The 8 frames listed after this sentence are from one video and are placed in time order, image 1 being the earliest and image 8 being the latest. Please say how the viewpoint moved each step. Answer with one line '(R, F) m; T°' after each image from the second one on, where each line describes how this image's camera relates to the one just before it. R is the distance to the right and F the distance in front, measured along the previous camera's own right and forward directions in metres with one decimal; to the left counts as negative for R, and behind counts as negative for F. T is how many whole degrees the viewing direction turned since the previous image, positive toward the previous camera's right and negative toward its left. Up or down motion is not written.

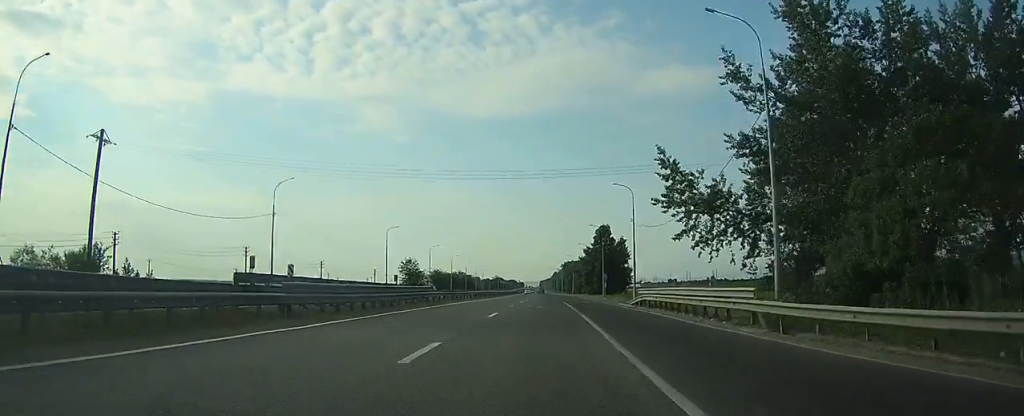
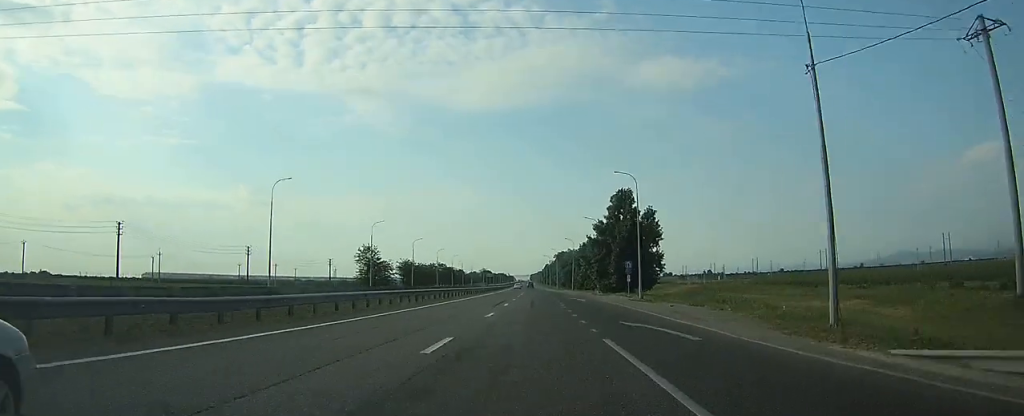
(+0.1, +36.2) m; +1°
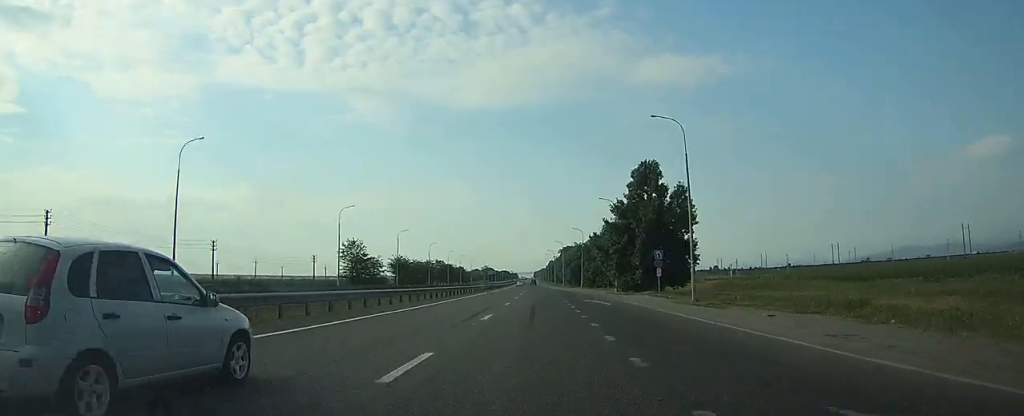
(+0.1, +15.2) m; 0°
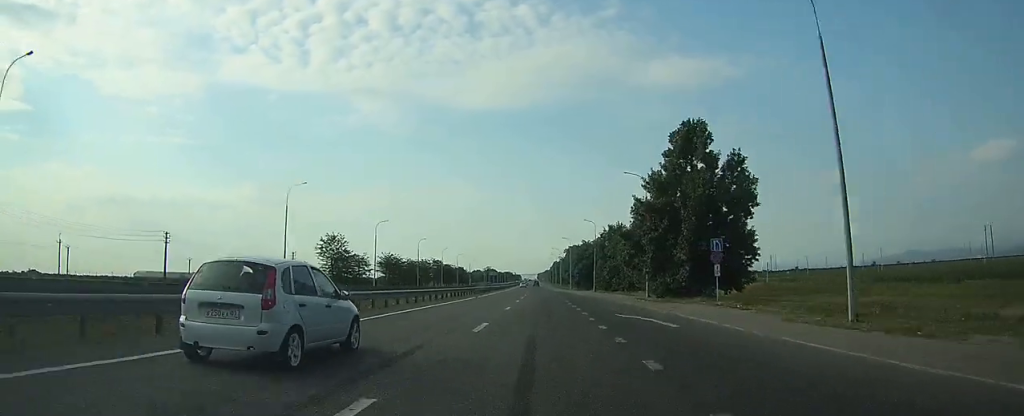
(0.0, +16.1) m; 0°
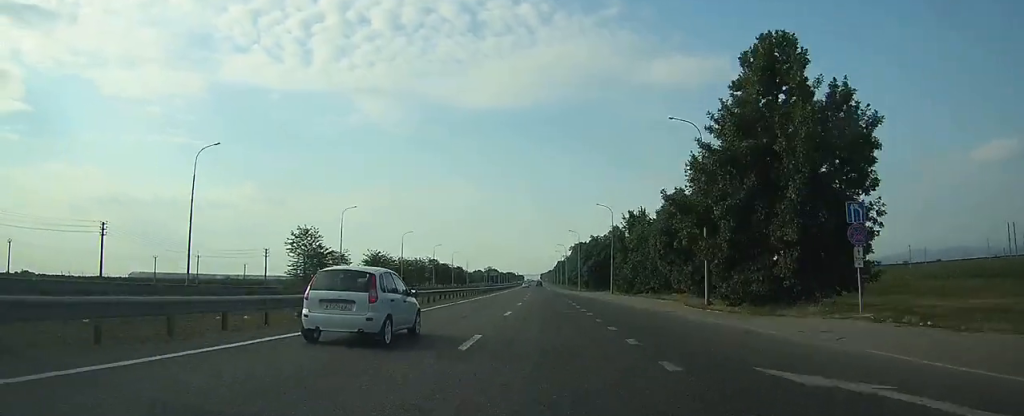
(0.0, +16.1) m; 0°
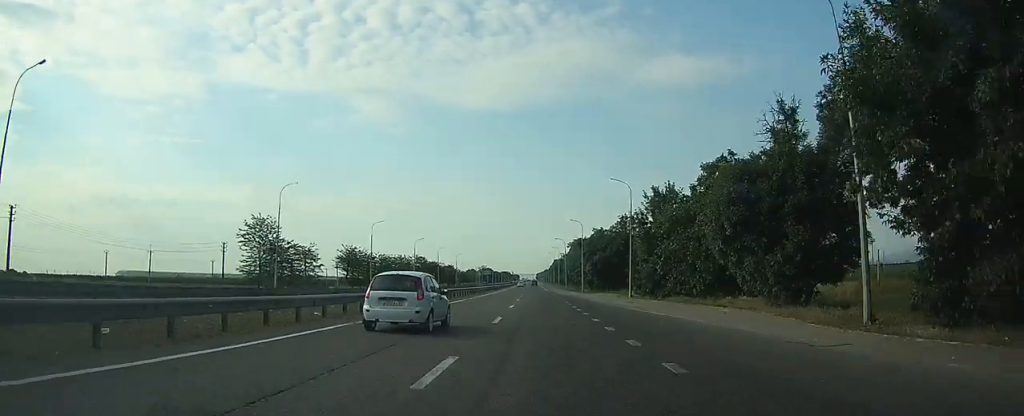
(0.0, +16.2) m; 0°
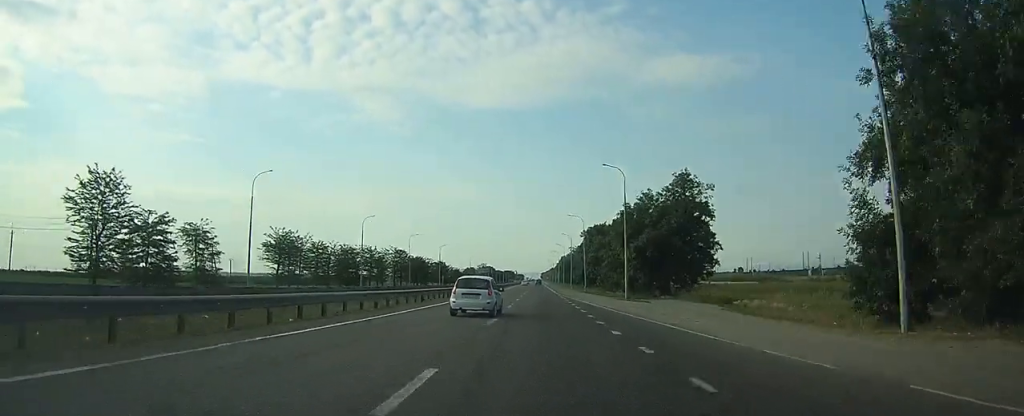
(0.0, +37.6) m; 0°
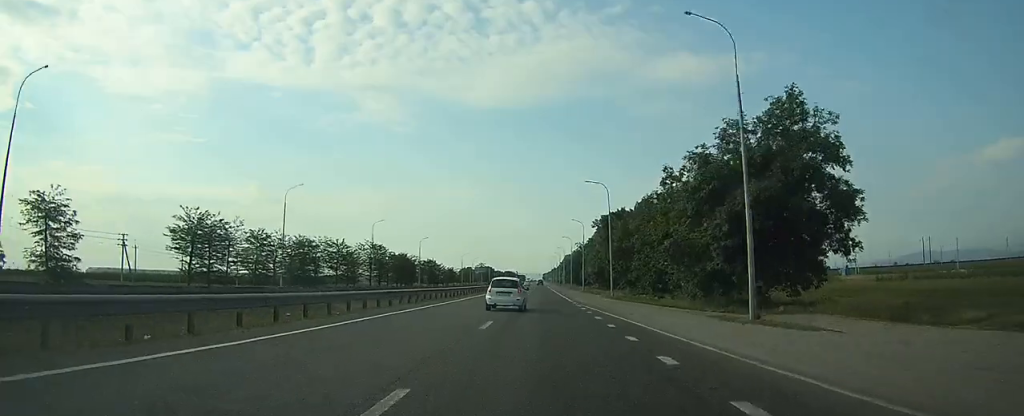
(0.0, +25.8) m; 0°
